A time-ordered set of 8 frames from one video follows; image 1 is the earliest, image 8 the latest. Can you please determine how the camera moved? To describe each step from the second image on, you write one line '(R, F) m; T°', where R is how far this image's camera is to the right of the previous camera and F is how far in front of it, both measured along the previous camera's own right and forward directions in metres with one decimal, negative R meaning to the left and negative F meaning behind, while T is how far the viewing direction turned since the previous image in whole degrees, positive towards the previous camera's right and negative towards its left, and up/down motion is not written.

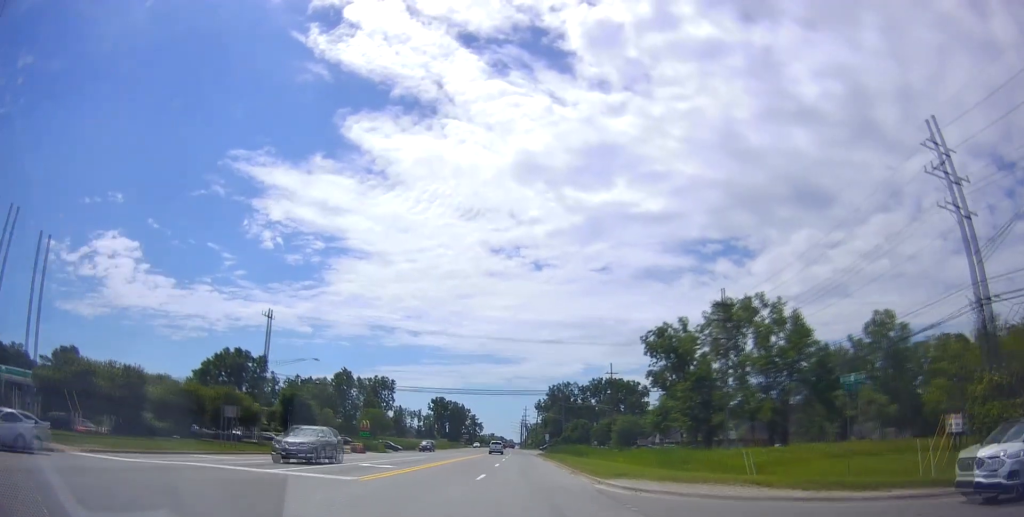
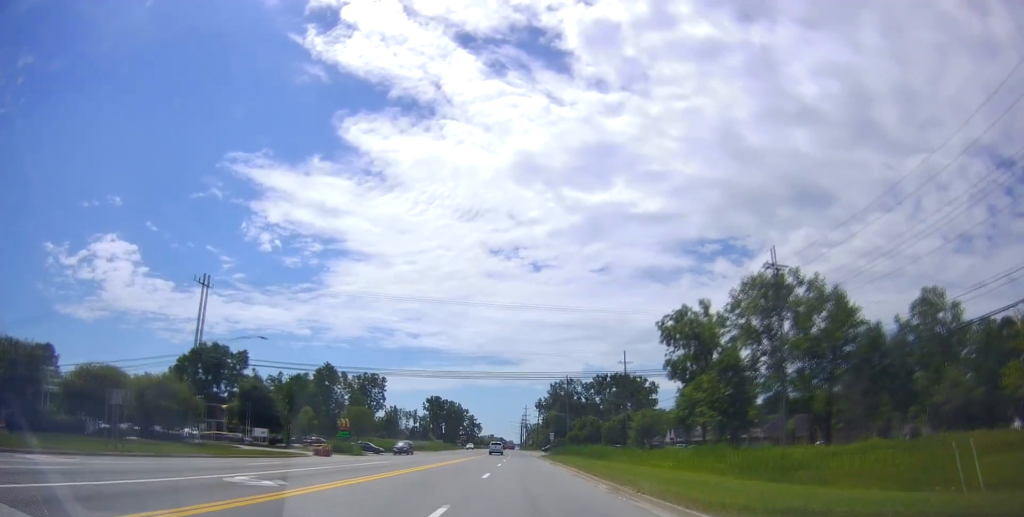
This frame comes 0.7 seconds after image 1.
(0.0, +13.7) m; 0°
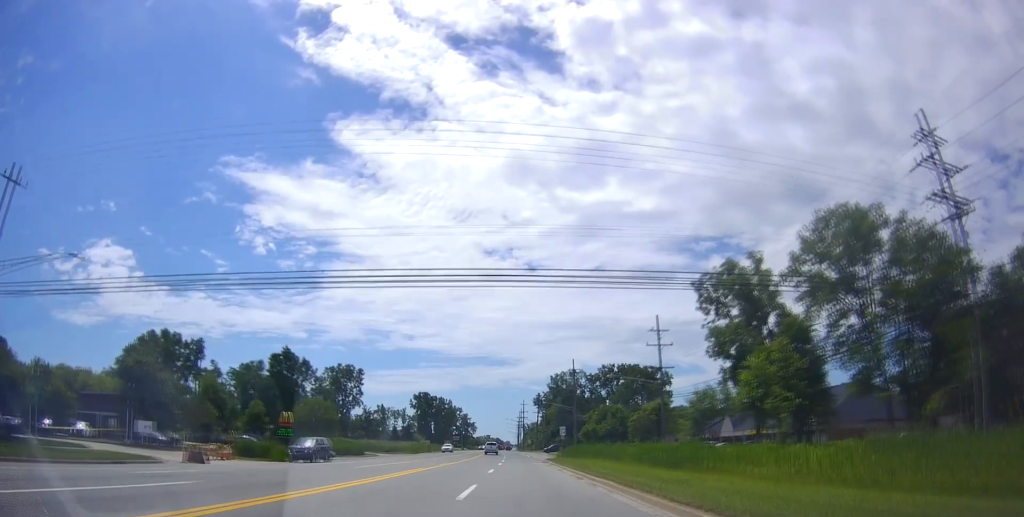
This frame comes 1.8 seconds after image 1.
(0.0, +24.0) m; -1°
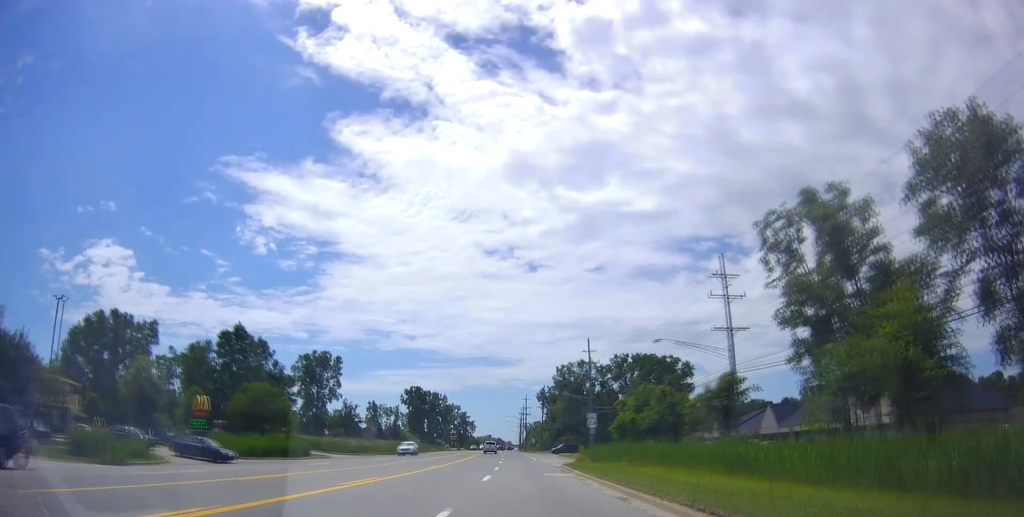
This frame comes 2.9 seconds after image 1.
(-0.4, +22.1) m; 0°
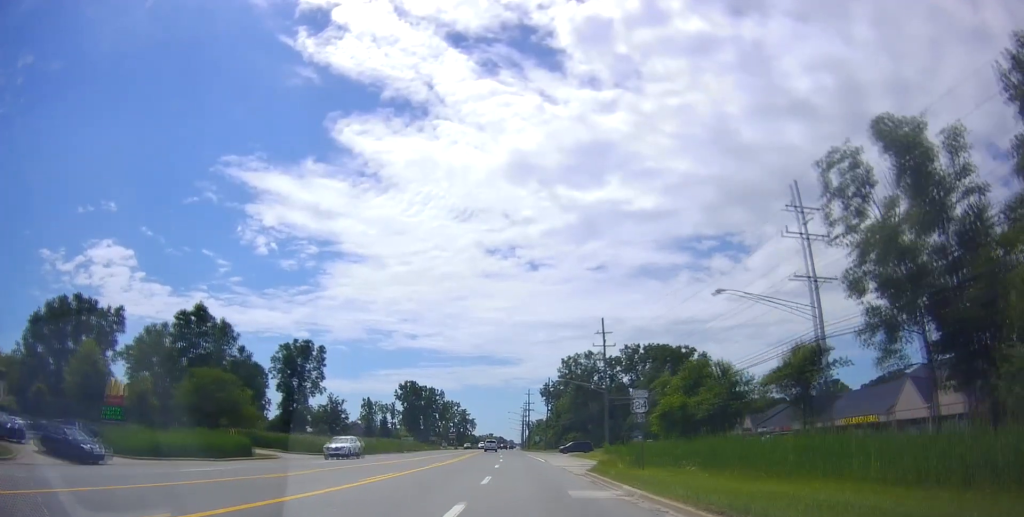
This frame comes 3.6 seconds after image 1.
(+0.3, +13.8) m; +1°
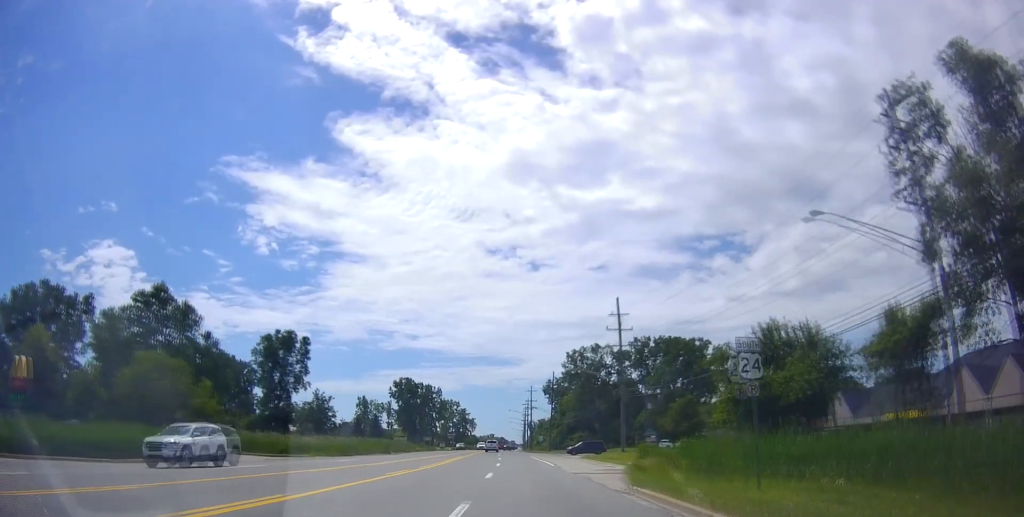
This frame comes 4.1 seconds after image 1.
(+0.1, +11.1) m; 0°
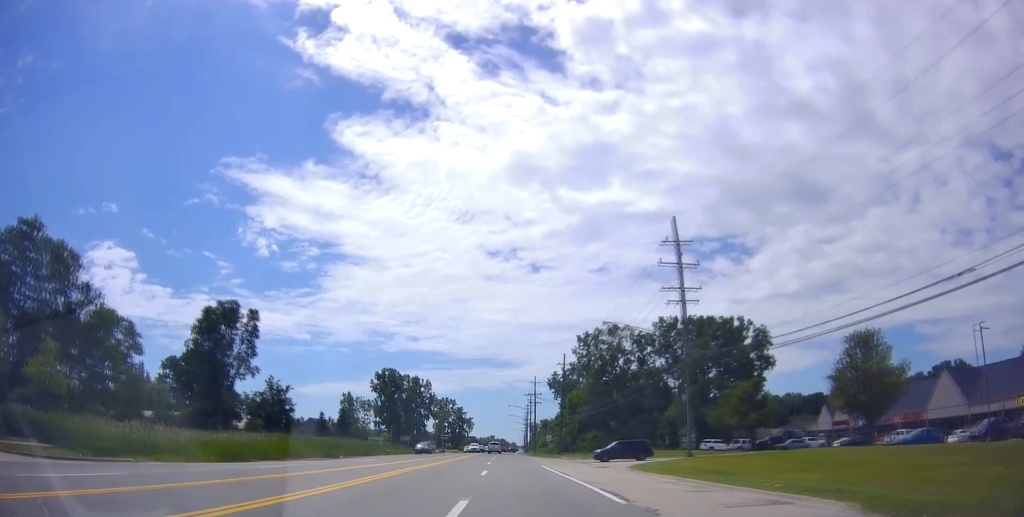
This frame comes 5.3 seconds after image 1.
(-0.5, +25.7) m; -2°
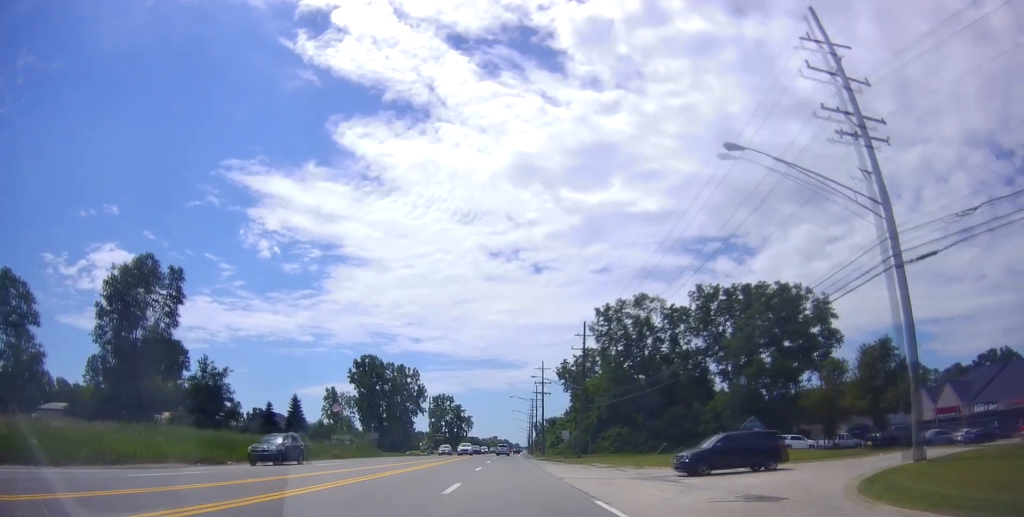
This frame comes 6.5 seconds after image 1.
(+0.1, +25.3) m; +1°
